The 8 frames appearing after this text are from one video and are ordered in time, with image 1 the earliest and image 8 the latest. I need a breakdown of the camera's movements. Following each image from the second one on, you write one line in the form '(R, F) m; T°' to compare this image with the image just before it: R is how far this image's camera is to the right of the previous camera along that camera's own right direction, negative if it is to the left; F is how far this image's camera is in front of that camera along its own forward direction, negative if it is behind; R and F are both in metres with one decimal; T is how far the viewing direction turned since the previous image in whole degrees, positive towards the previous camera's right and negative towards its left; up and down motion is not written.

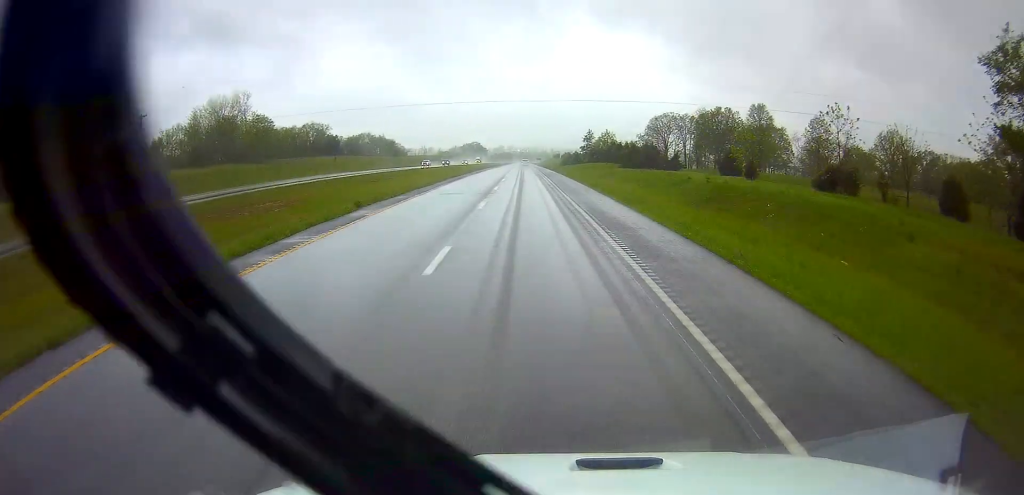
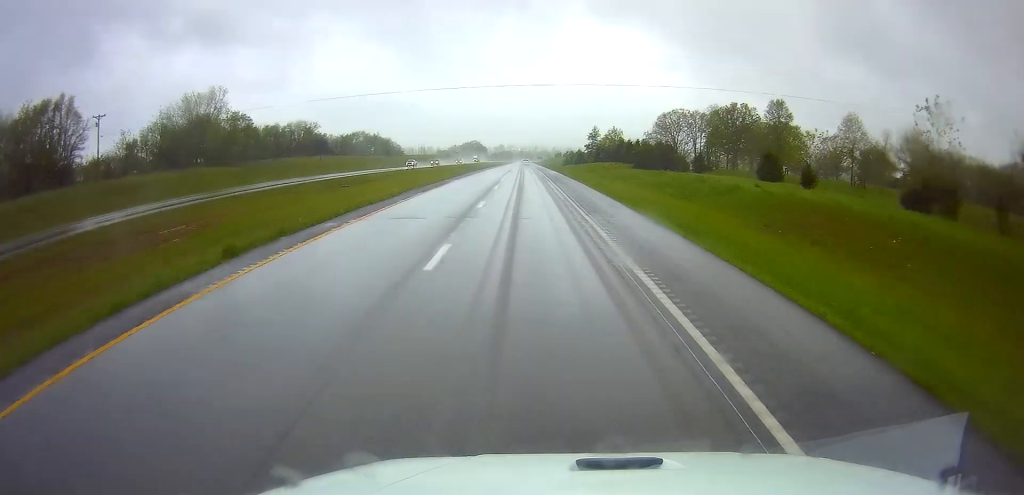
(+0.1, +12.0) m; 0°
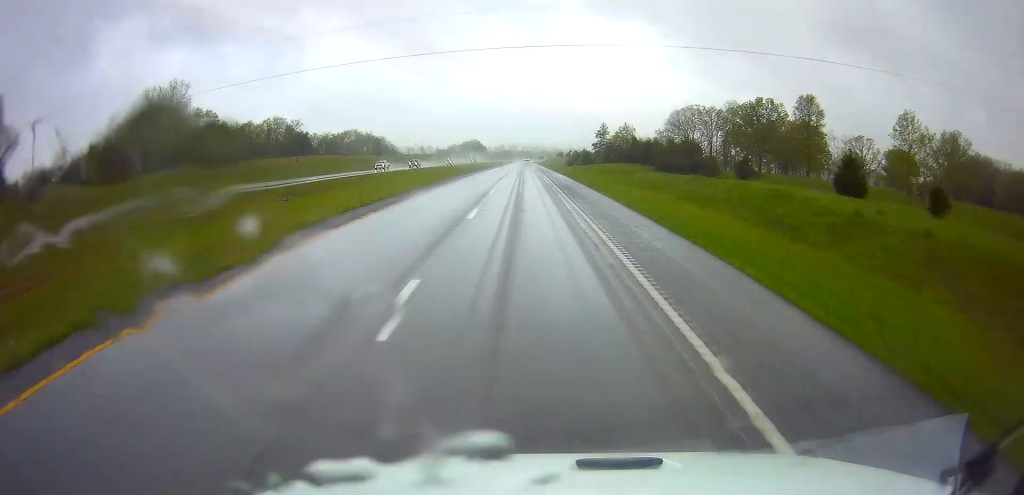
(0.0, +16.1) m; 0°
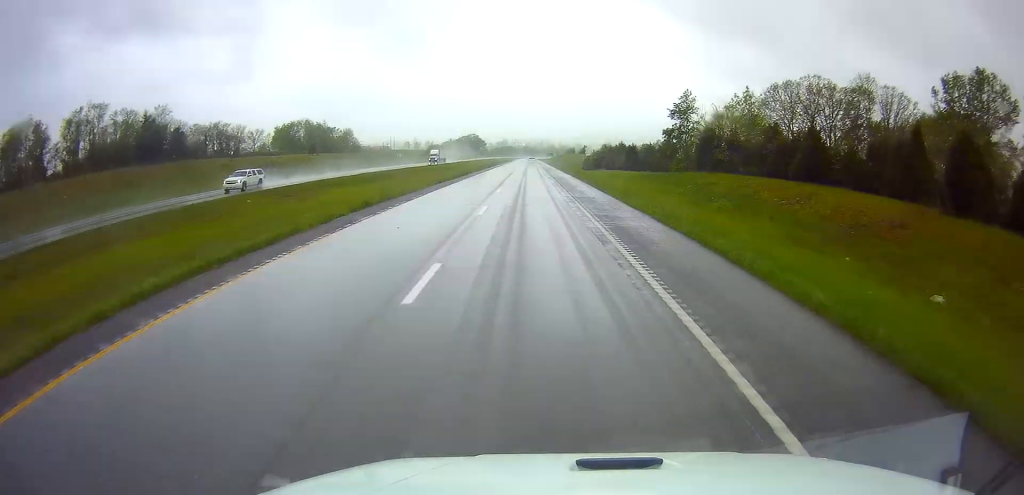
(-1.2, +72.3) m; -1°
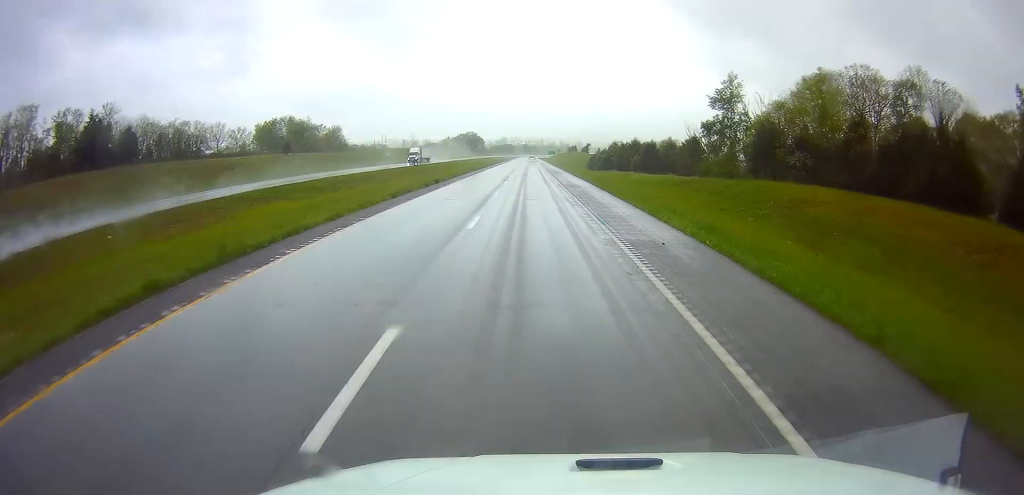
(0.0, +16.4) m; 0°
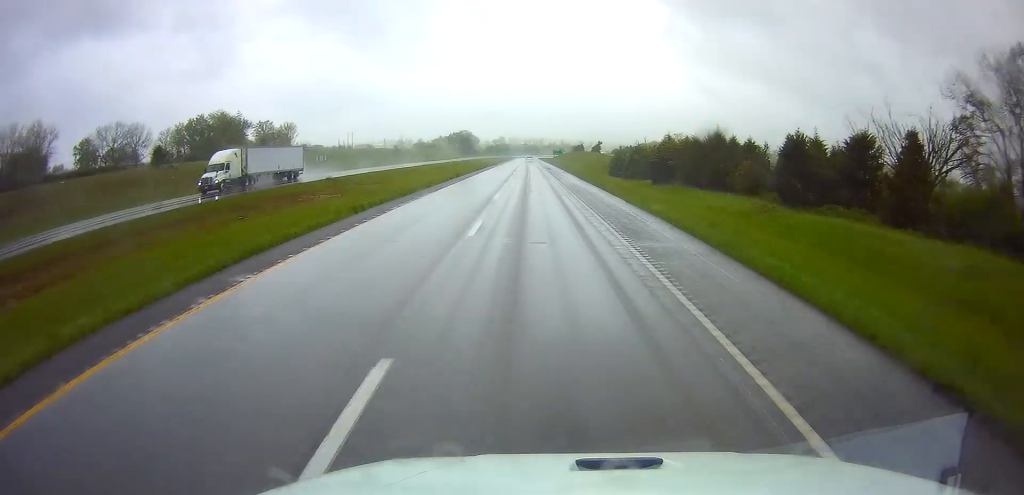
(0.0, +50.6) m; 0°
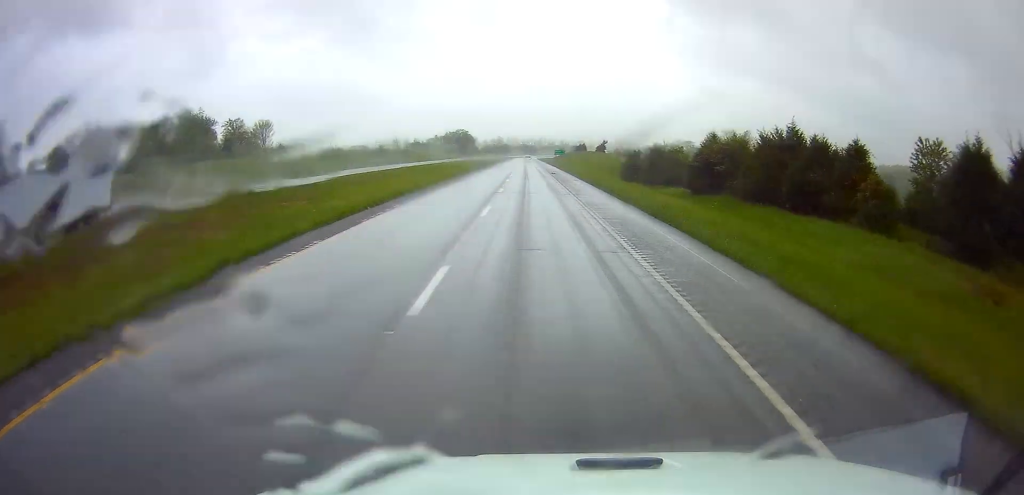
(0.0, +19.7) m; 0°
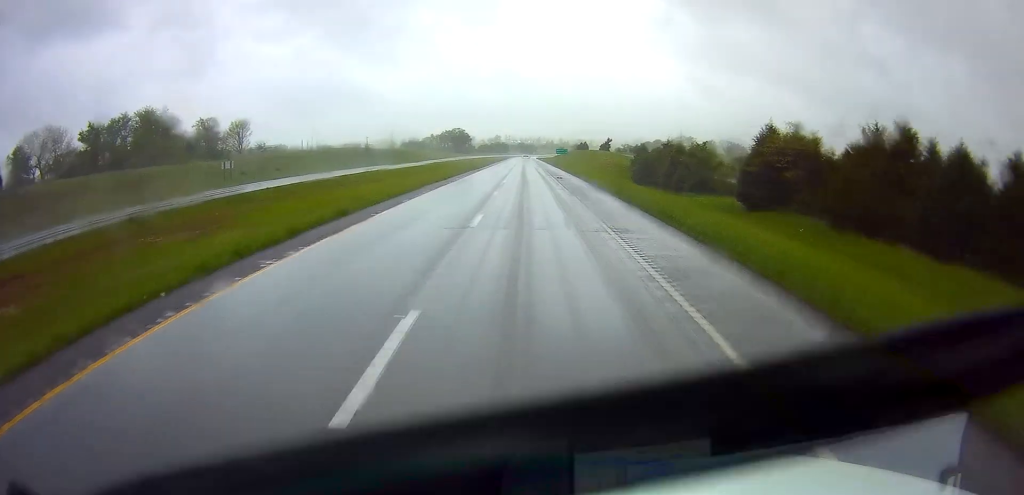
(-0.1, +15.6) m; 0°
